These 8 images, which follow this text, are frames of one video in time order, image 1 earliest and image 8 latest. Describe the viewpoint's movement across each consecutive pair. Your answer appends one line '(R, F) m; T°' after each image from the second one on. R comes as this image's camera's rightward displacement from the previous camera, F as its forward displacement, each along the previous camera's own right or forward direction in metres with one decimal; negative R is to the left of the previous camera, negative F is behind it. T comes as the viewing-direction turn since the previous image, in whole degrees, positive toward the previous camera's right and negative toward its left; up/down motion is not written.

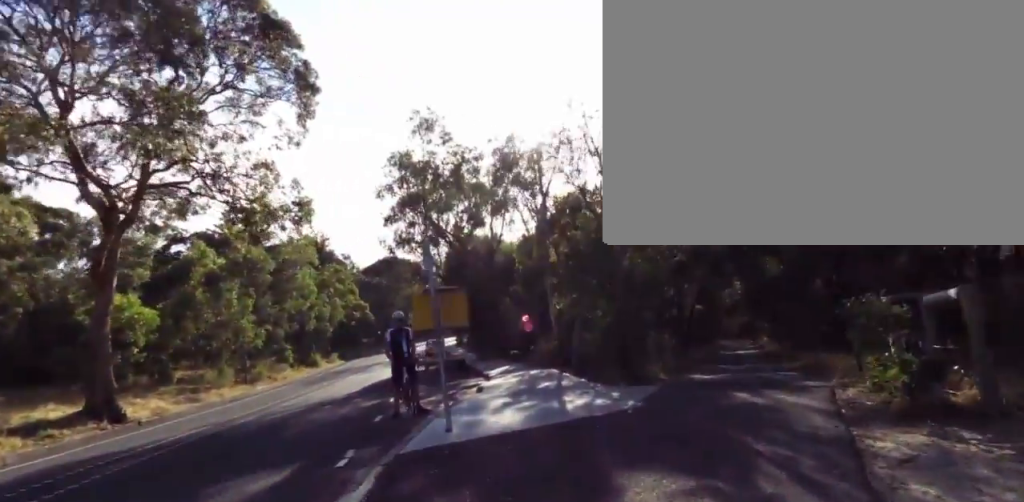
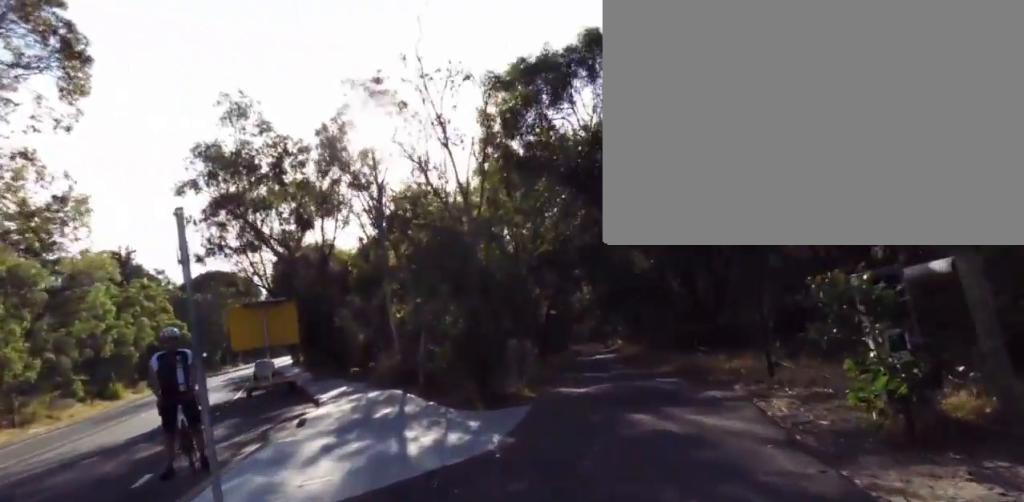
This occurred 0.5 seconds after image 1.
(+0.1, +2.3) m; +6°
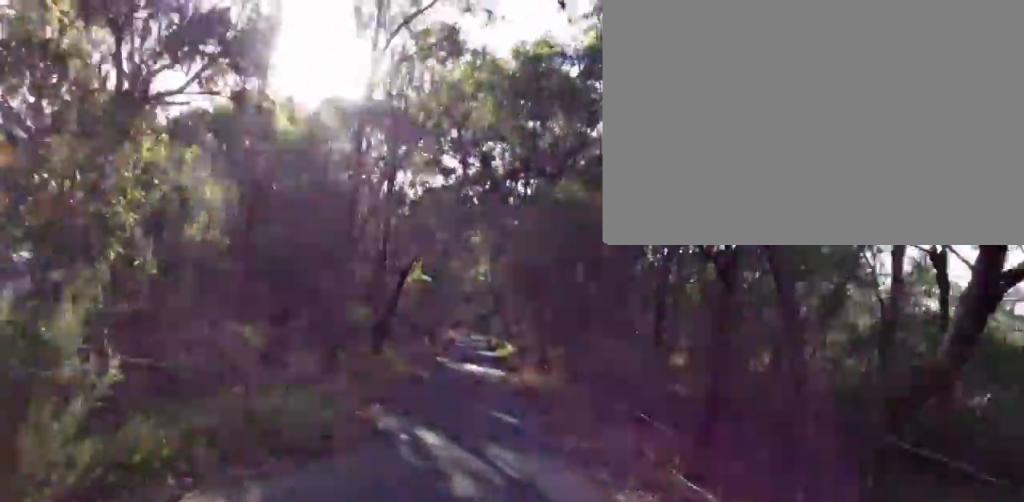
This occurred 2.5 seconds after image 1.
(+2.8, +10.2) m; +15°
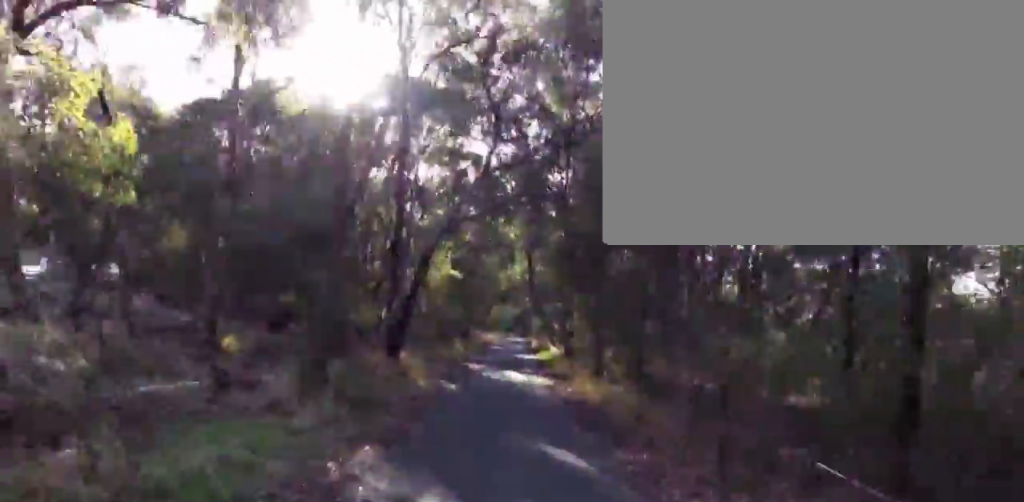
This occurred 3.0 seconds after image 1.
(0.0, +2.3) m; -4°
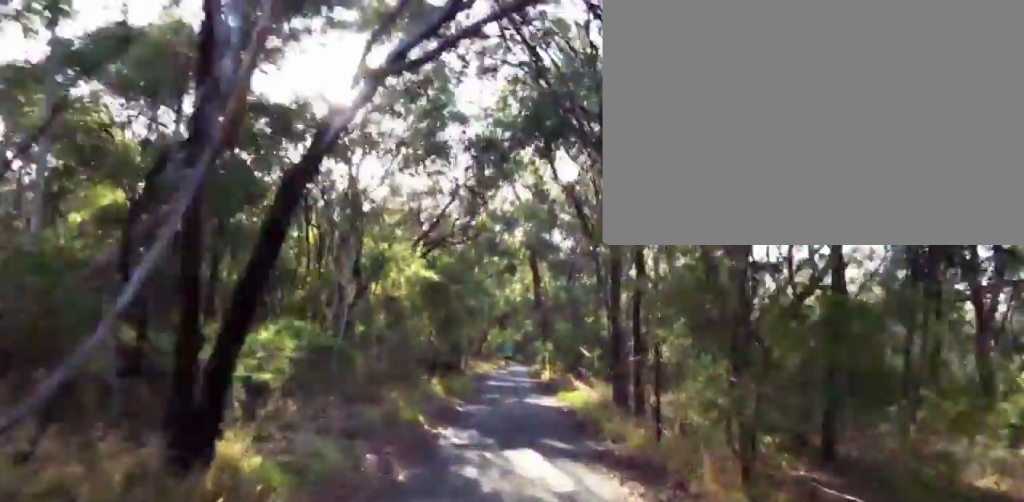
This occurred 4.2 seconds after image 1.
(-0.9, +5.9) m; -1°
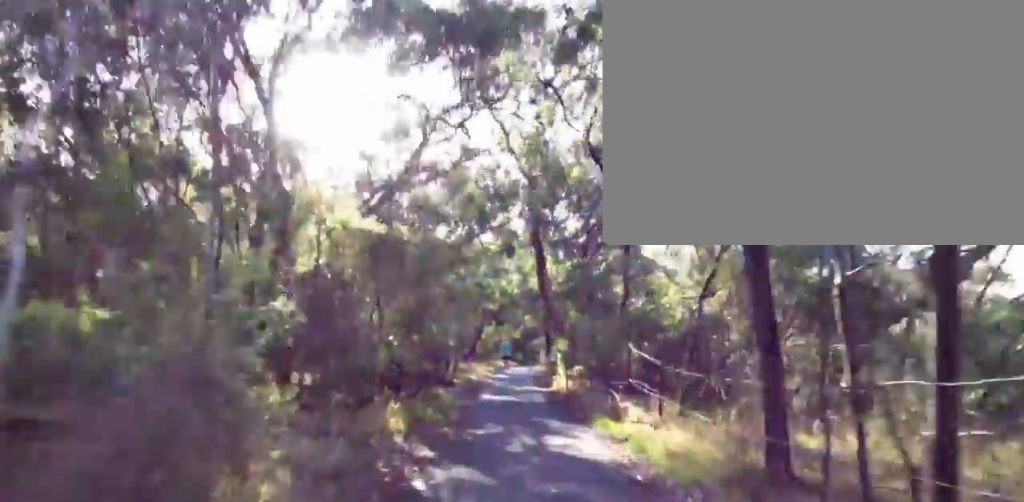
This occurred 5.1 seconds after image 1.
(+0.6, +5.1) m; +5°
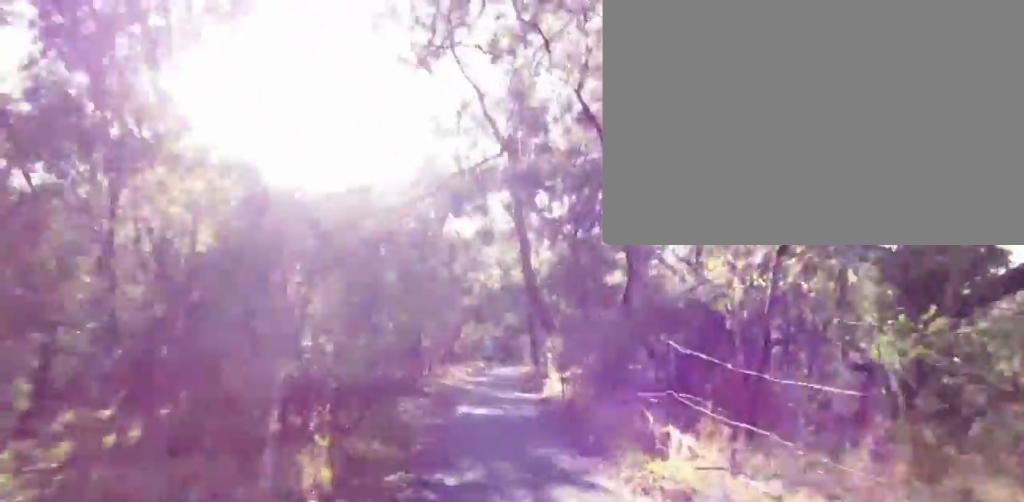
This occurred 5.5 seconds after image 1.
(-0.2, +2.7) m; 0°
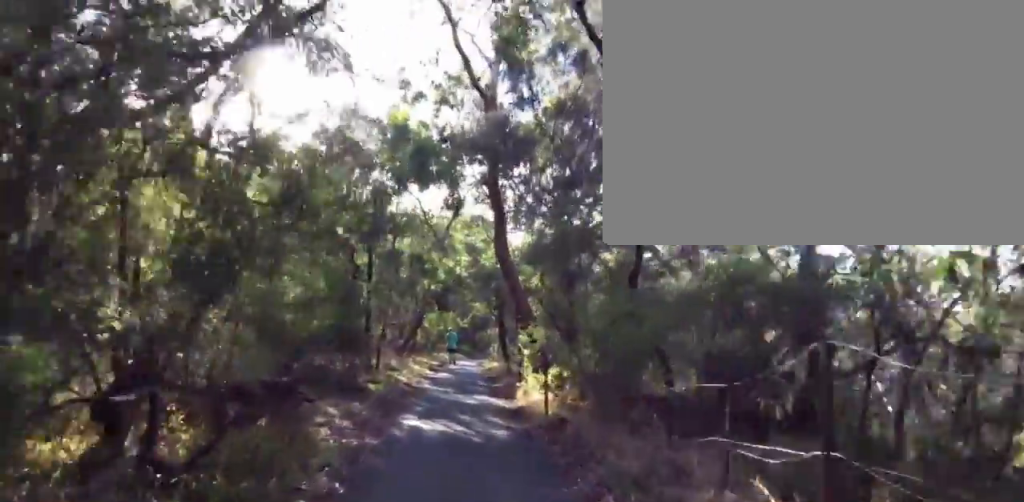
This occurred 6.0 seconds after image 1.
(-0.1, +3.2) m; -2°
